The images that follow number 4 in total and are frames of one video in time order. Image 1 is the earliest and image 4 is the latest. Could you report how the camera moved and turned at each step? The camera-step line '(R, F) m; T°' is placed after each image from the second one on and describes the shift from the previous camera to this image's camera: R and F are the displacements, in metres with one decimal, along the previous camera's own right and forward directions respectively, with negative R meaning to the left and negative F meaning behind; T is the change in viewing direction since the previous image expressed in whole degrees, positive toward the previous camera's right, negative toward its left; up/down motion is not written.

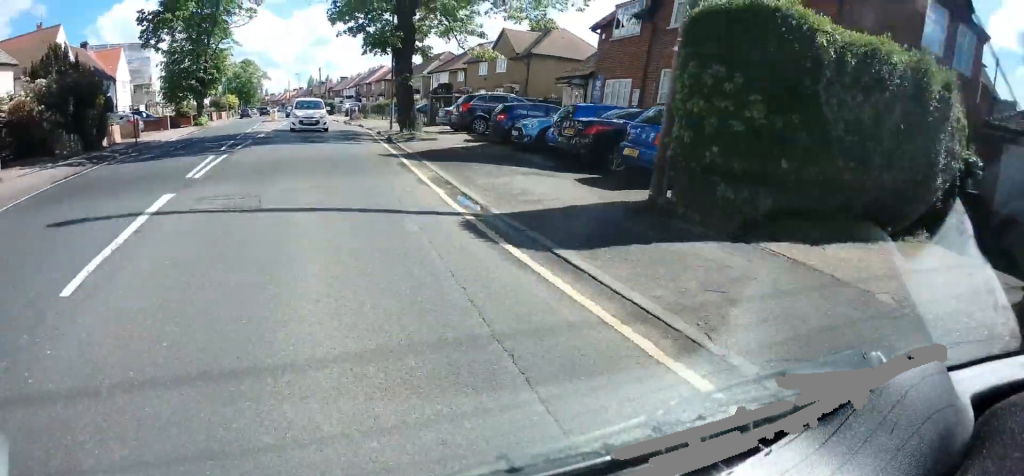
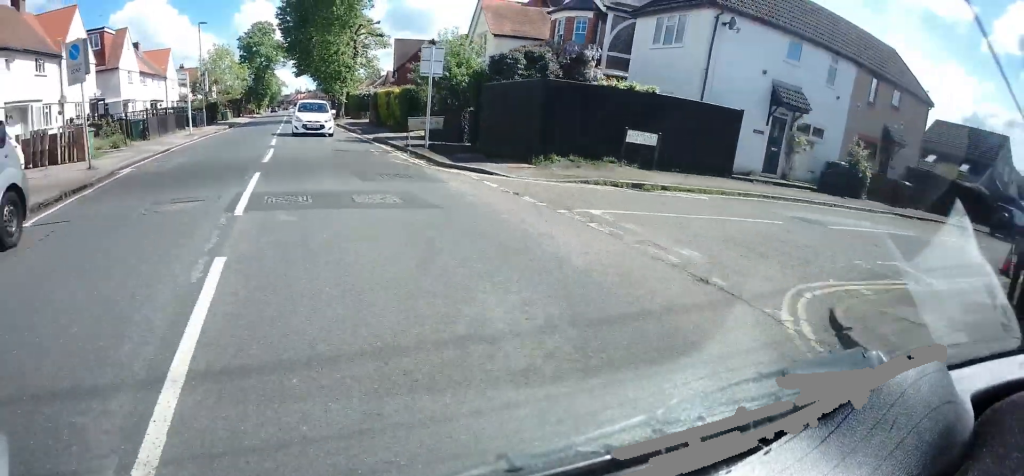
(-0.4, +52.1) m; 0°
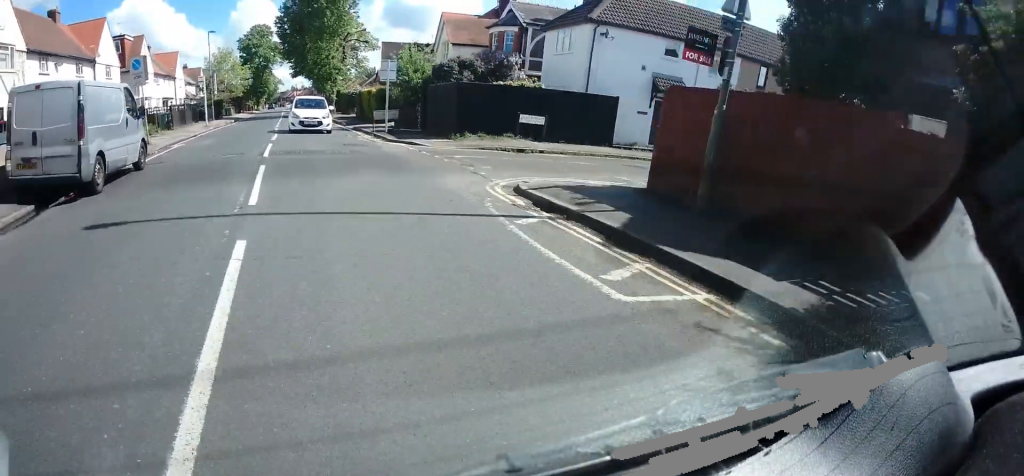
(0.0, +6.0) m; 0°
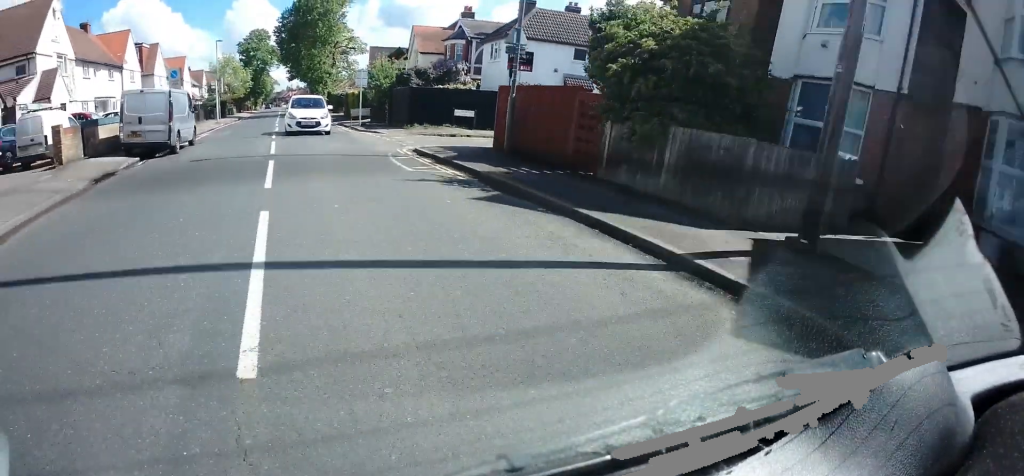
(0.0, +7.0) m; 0°
